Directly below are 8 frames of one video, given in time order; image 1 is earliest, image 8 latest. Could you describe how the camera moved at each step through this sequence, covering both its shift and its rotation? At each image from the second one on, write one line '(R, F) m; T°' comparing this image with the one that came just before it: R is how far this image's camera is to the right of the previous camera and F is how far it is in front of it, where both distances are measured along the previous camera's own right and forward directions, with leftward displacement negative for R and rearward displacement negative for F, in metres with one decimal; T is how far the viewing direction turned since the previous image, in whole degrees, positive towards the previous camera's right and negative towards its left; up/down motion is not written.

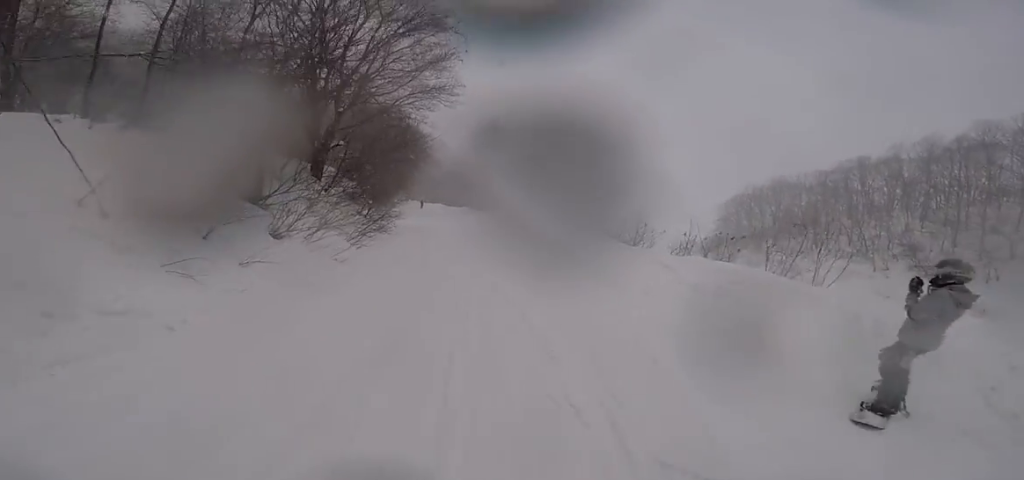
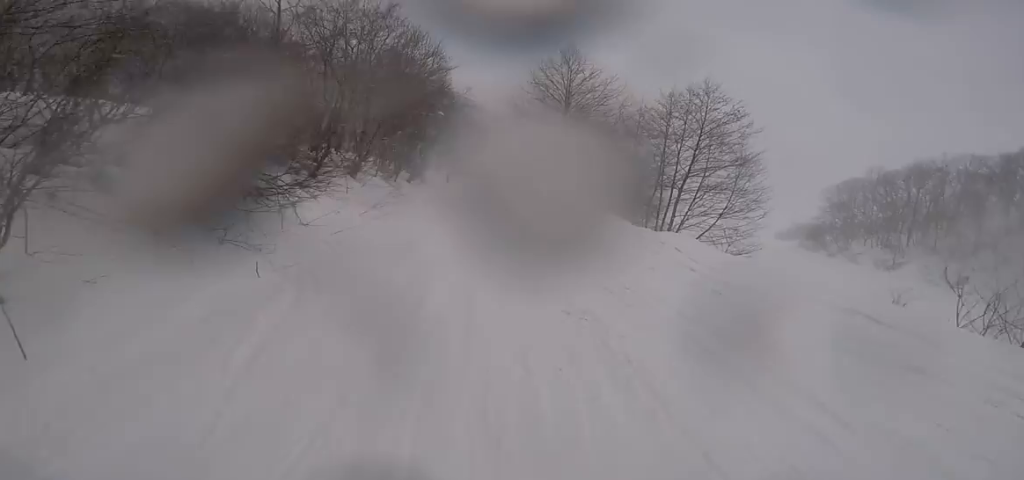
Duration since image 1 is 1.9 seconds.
(-2.3, +16.5) m; -9°
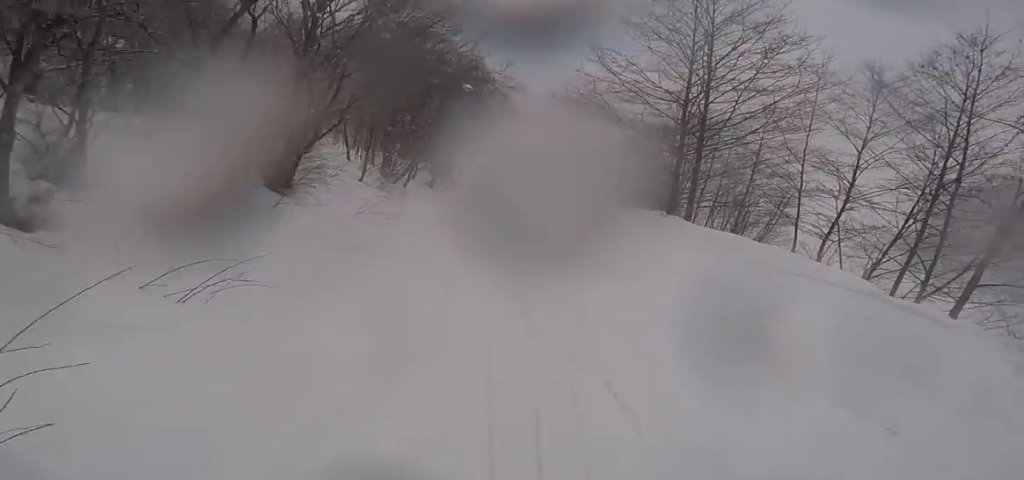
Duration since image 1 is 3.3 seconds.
(+0.5, +12.1) m; -1°
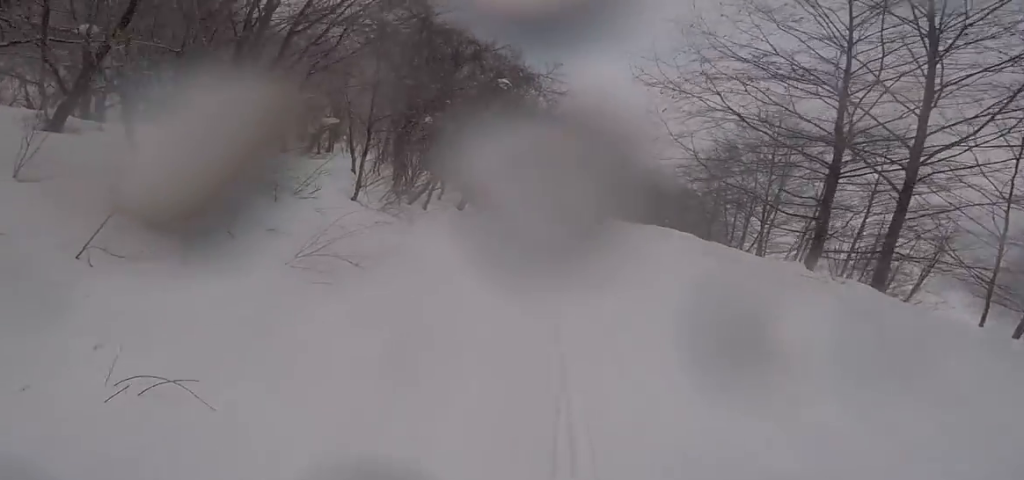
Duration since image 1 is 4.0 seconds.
(-0.9, +5.3) m; +1°
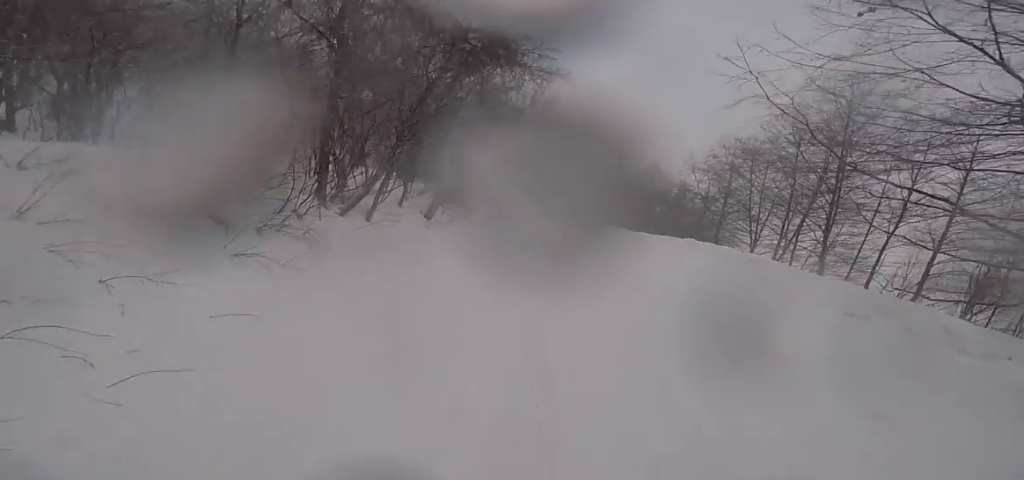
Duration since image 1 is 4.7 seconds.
(+1.0, +6.3) m; 0°
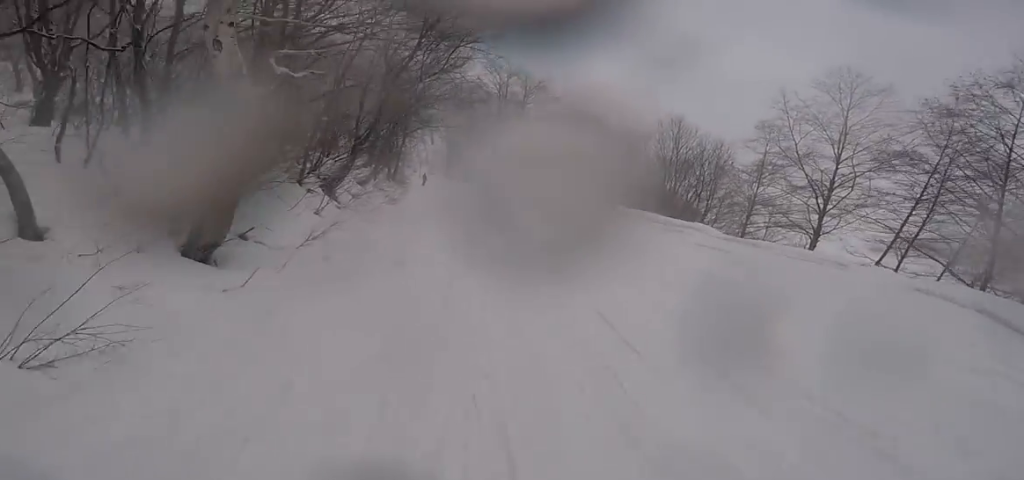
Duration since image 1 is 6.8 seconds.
(-2.3, +17.1) m; -4°
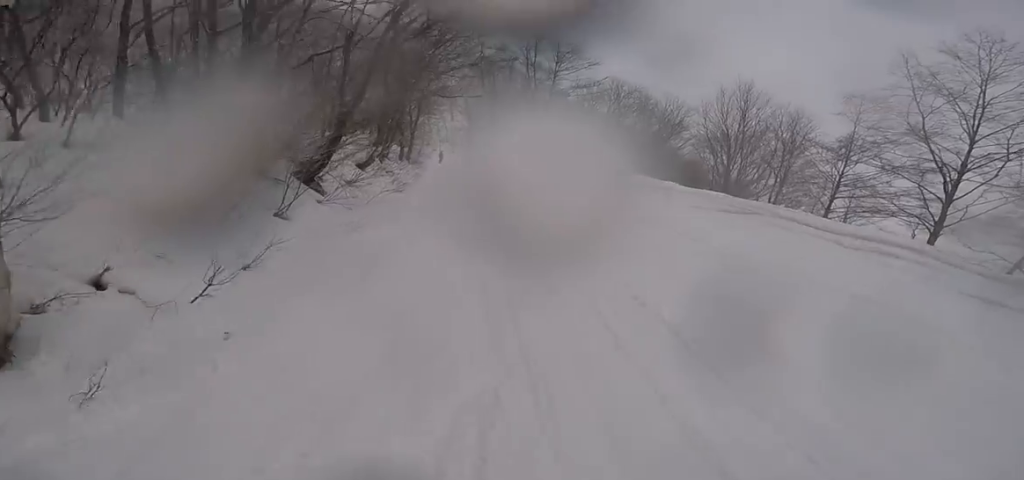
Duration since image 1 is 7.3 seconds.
(+0.2, +4.3) m; +3°
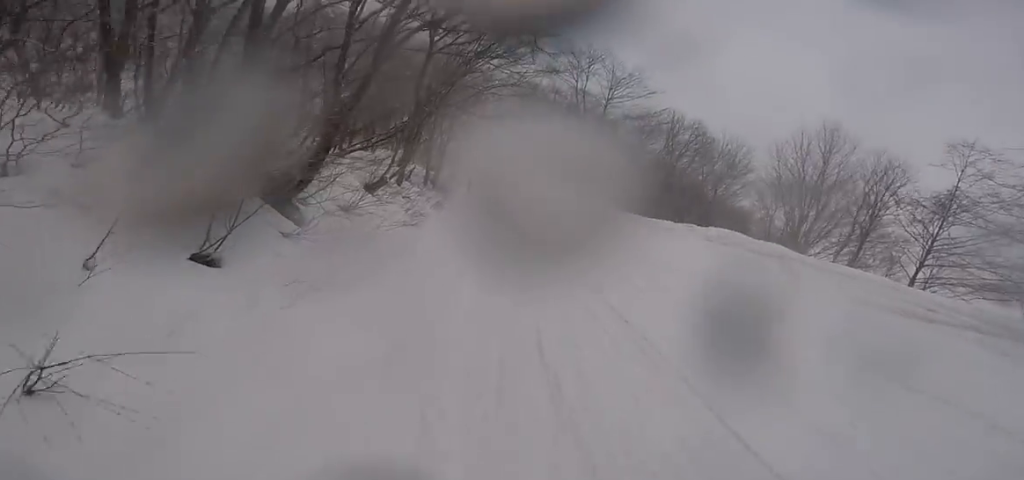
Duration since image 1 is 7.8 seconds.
(+0.6, +3.8) m; +1°
